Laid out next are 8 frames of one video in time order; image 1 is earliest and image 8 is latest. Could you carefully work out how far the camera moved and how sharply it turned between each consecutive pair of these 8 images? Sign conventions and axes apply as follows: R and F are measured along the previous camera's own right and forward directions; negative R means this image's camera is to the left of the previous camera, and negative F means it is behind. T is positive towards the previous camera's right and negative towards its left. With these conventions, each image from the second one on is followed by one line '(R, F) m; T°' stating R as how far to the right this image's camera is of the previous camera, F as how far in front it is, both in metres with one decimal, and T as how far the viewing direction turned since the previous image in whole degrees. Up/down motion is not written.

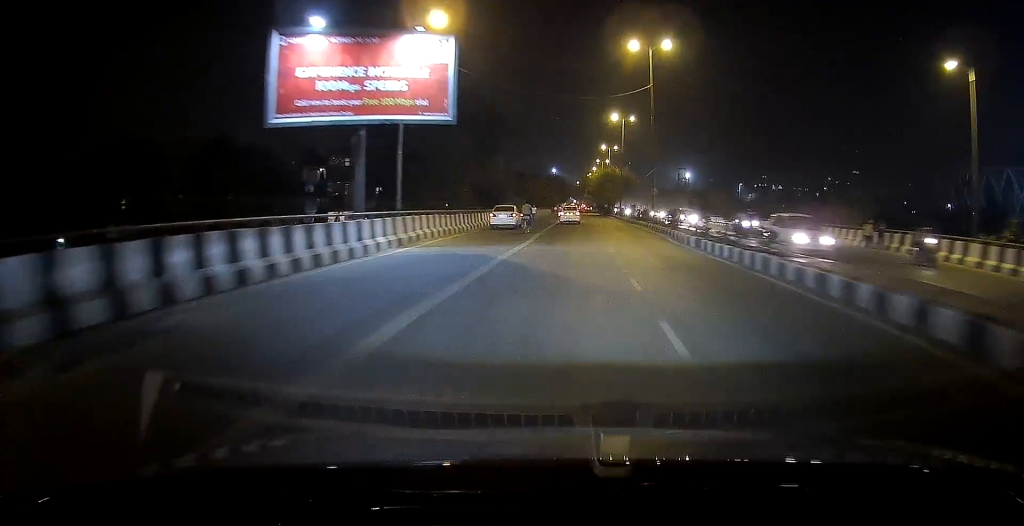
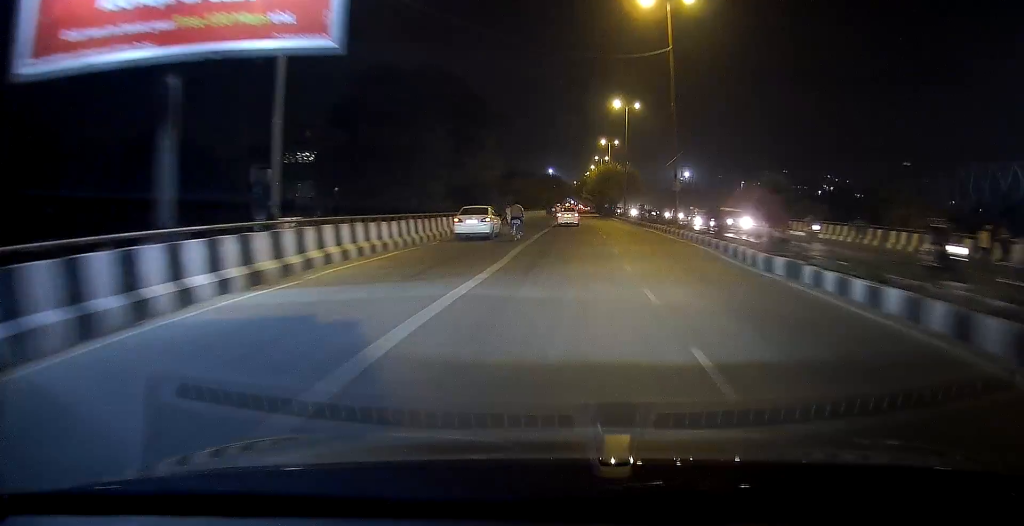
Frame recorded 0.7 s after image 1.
(0.0, +10.7) m; 0°
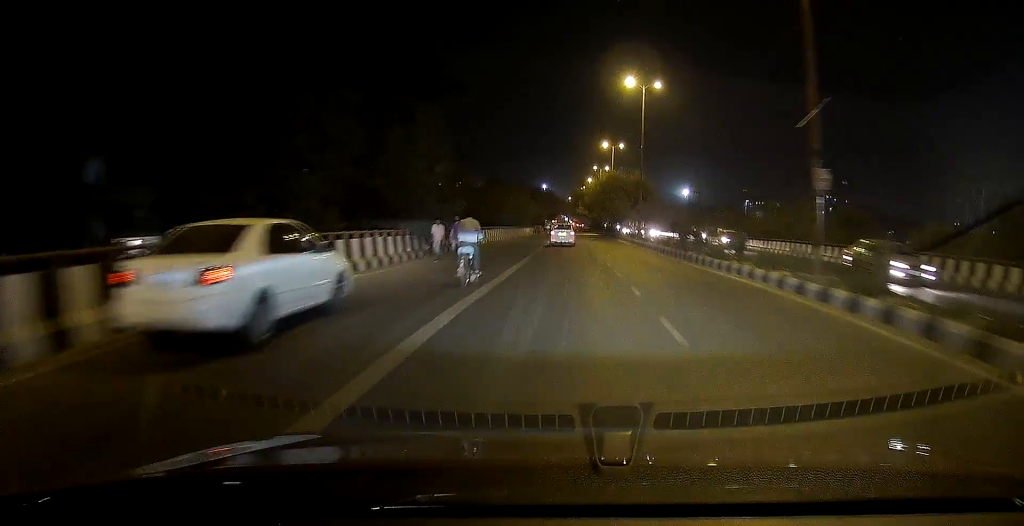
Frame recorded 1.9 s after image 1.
(0.0, +20.4) m; 0°
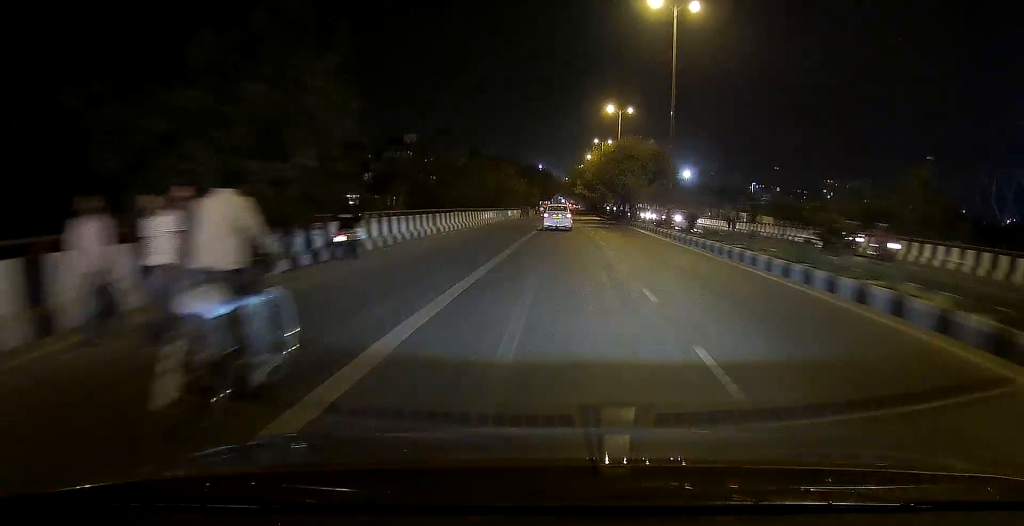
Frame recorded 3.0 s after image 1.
(0.0, +16.8) m; +1°
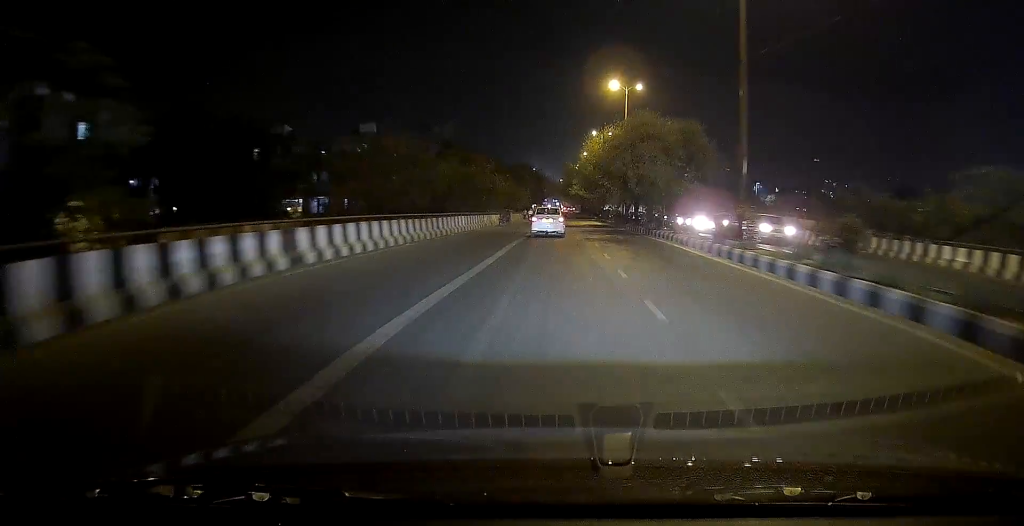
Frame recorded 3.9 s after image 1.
(+0.3, +15.7) m; 0°
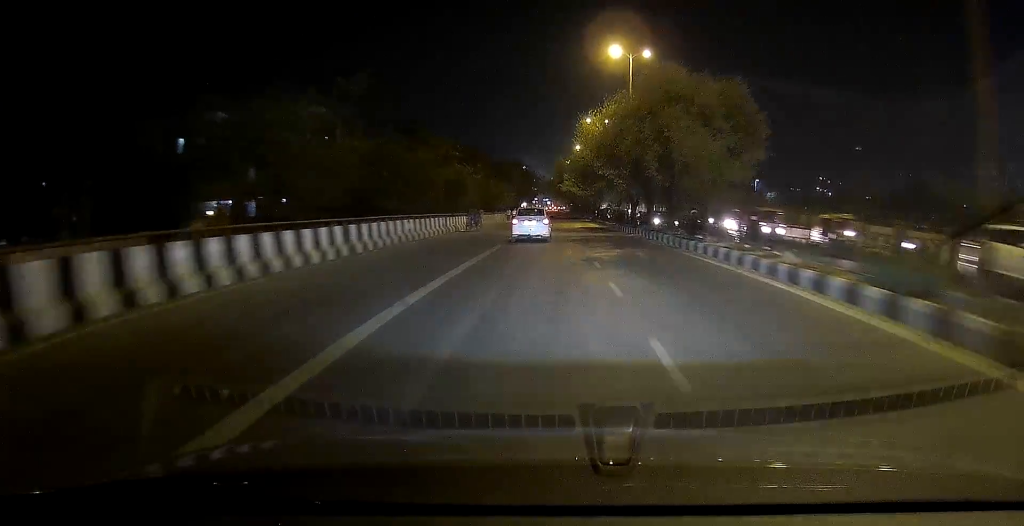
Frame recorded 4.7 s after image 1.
(-0.1, +12.4) m; 0°
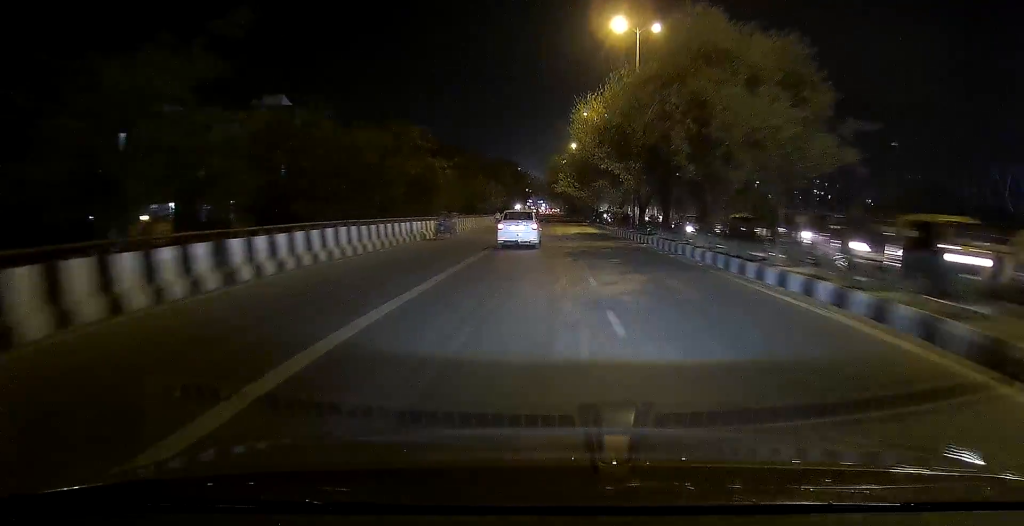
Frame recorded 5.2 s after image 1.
(-0.2, +7.6) m; 0°
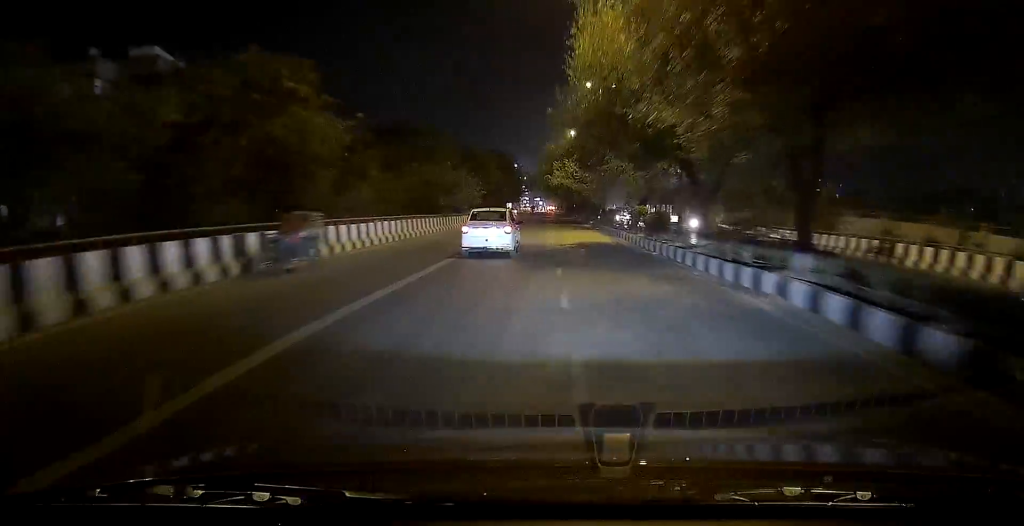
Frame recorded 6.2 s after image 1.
(+0.4, +16.7) m; +1°
